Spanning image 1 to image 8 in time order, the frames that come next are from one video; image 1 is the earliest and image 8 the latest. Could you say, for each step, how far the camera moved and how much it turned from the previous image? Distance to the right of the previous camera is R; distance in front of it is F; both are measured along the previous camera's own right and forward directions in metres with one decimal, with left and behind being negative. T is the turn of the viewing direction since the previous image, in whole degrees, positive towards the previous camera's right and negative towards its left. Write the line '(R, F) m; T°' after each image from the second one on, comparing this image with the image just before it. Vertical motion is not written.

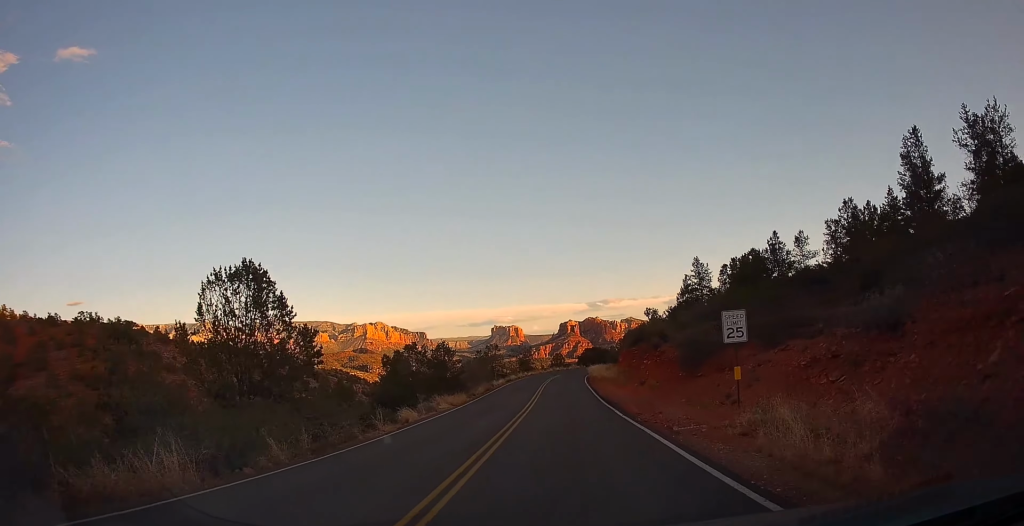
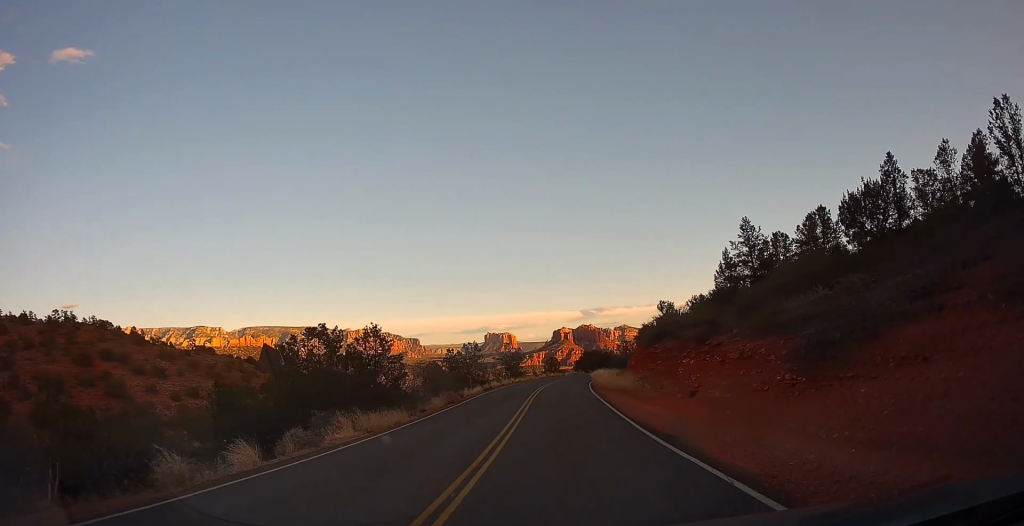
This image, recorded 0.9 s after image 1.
(+1.0, +13.3) m; +3°
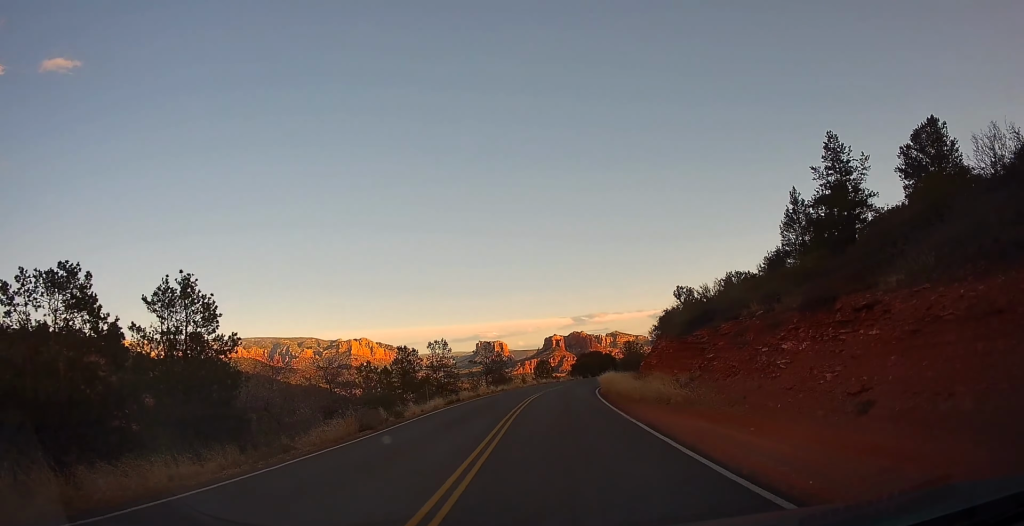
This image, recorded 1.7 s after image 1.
(-0.3, +12.8) m; +1°
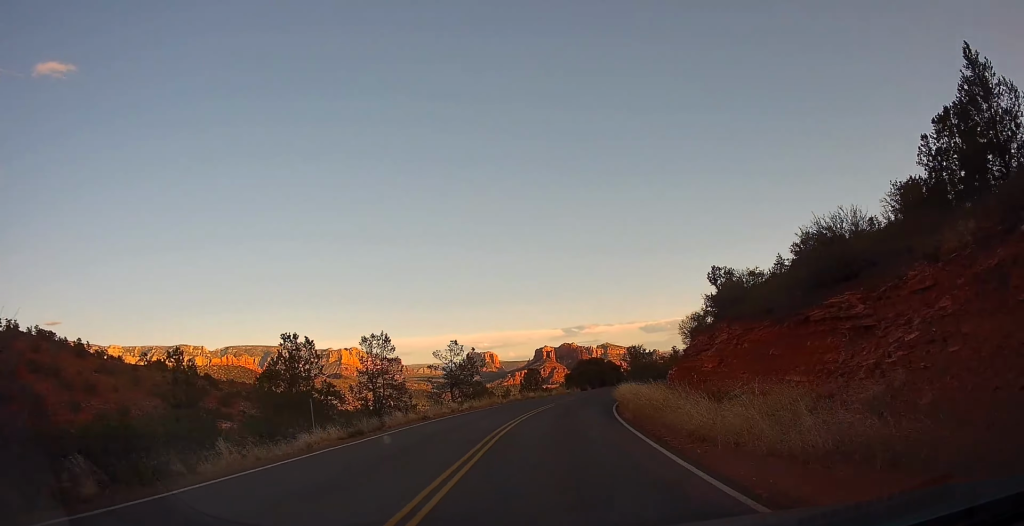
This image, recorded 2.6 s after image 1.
(+0.4, +14.0) m; 0°
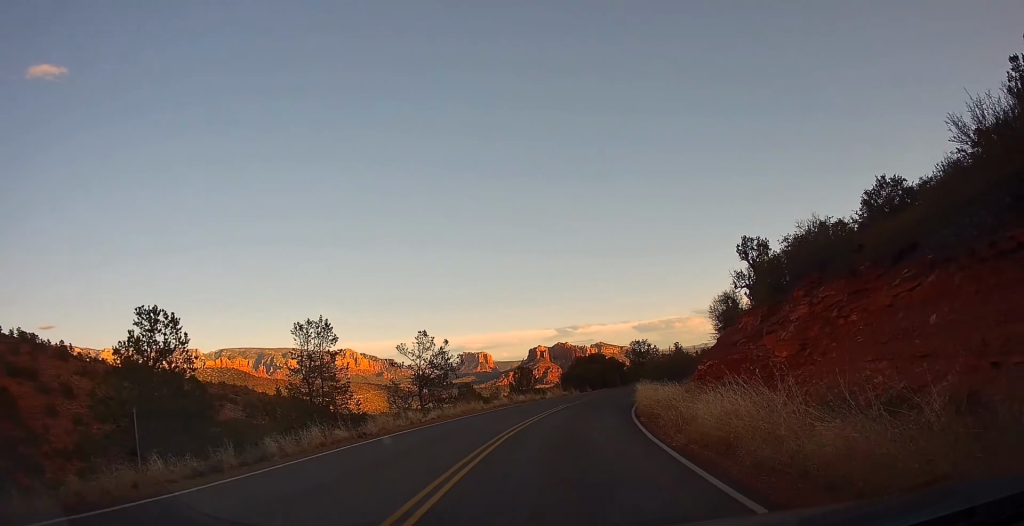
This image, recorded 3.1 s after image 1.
(0.0, +7.6) m; -1°
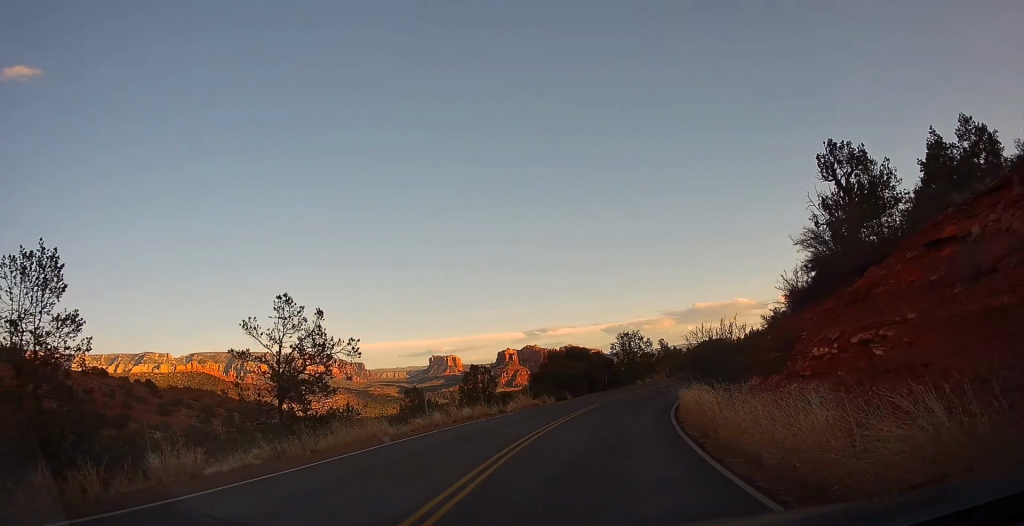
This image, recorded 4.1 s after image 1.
(-0.5, +13.8) m; -2°
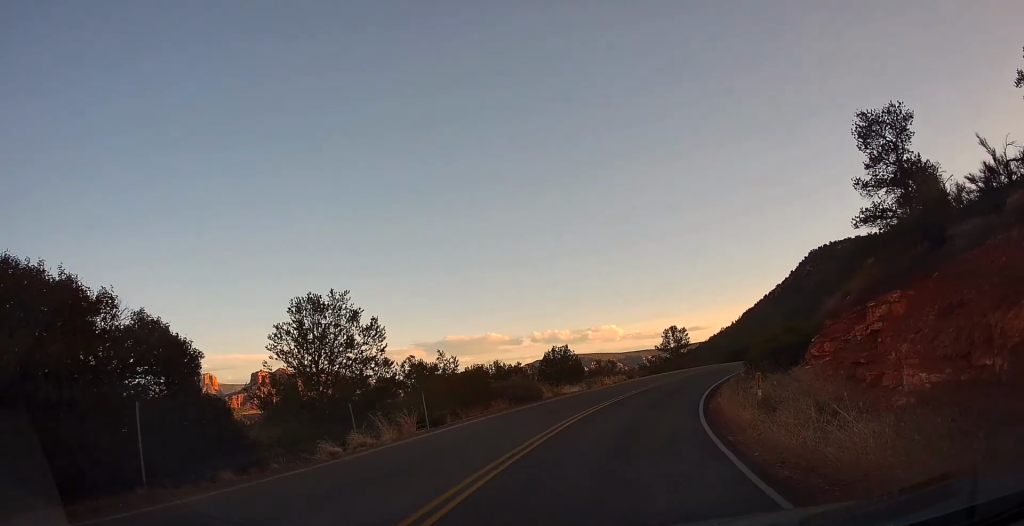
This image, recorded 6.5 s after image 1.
(+4.2, +31.8) m; +22°
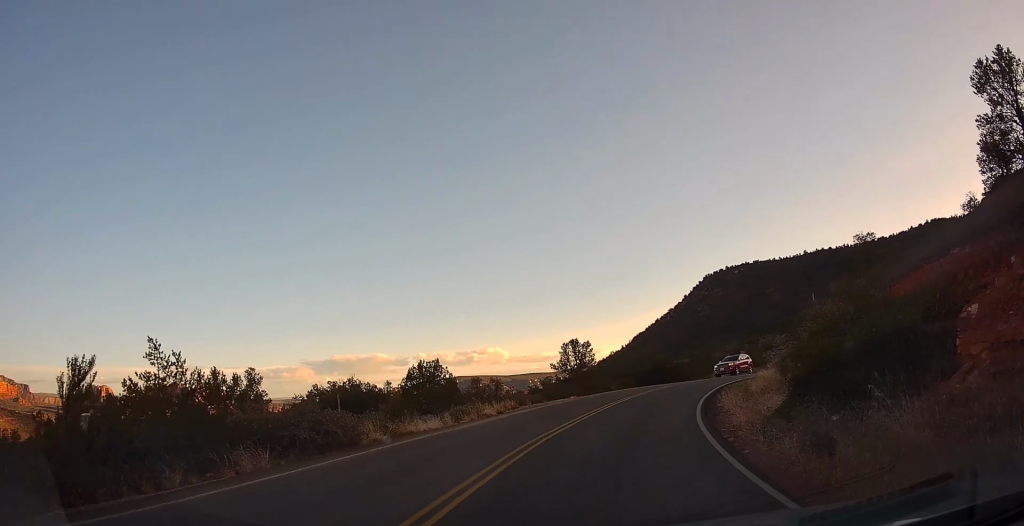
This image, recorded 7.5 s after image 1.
(+1.3, +12.3) m; +13°
